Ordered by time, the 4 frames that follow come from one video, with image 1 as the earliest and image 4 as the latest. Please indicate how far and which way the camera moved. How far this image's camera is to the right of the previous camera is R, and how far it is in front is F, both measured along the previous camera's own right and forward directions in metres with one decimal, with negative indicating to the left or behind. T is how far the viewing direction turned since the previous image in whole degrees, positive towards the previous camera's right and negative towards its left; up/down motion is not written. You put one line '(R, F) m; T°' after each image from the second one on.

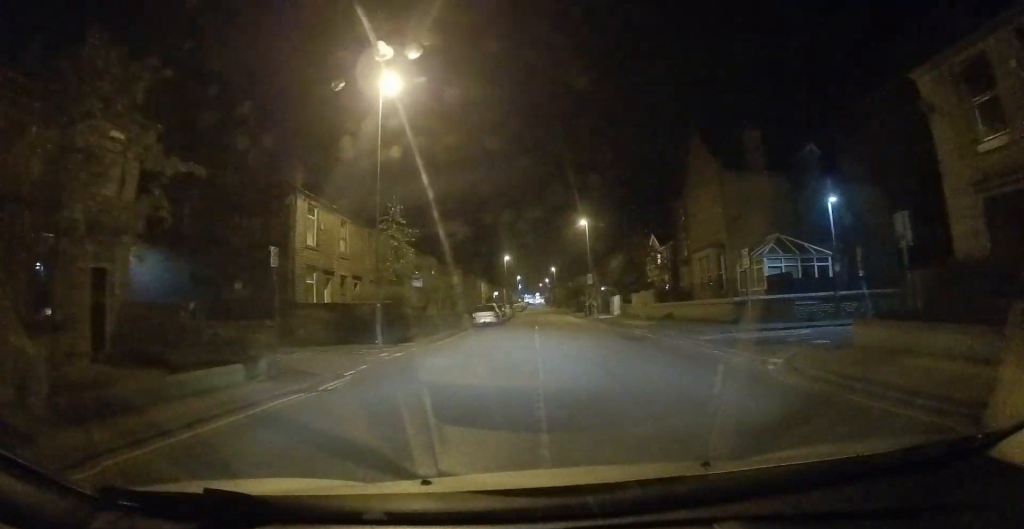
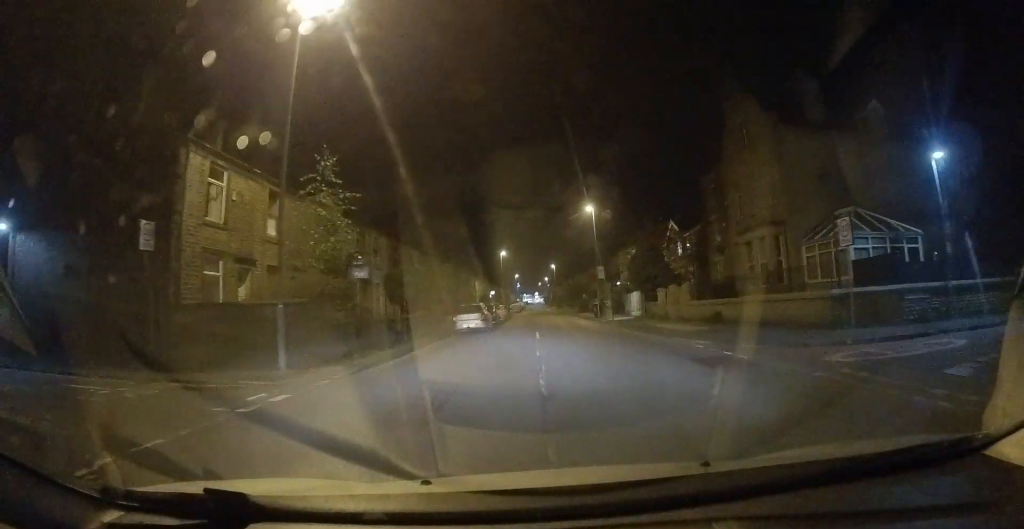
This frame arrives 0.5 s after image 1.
(+0.1, +8.1) m; -1°
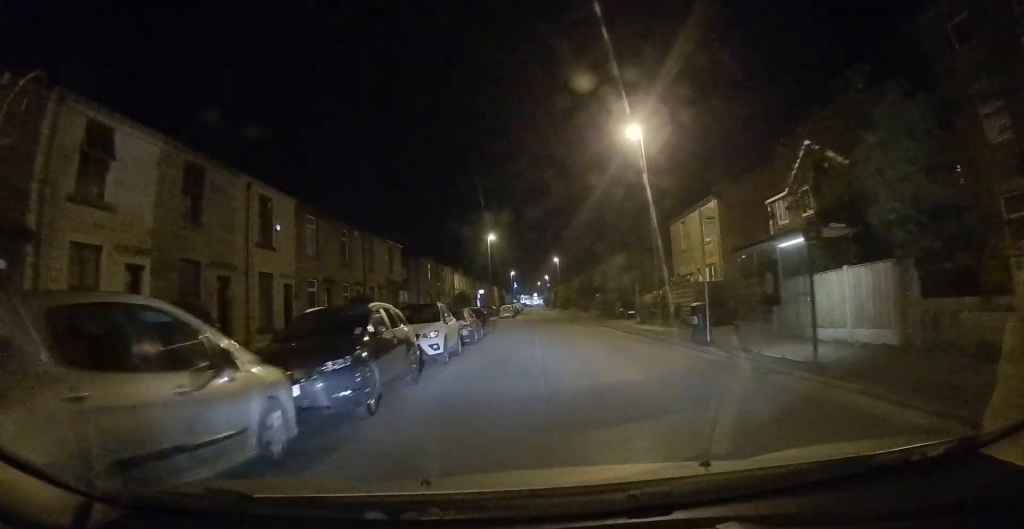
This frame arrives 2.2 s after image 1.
(-0.6, +24.0) m; 0°
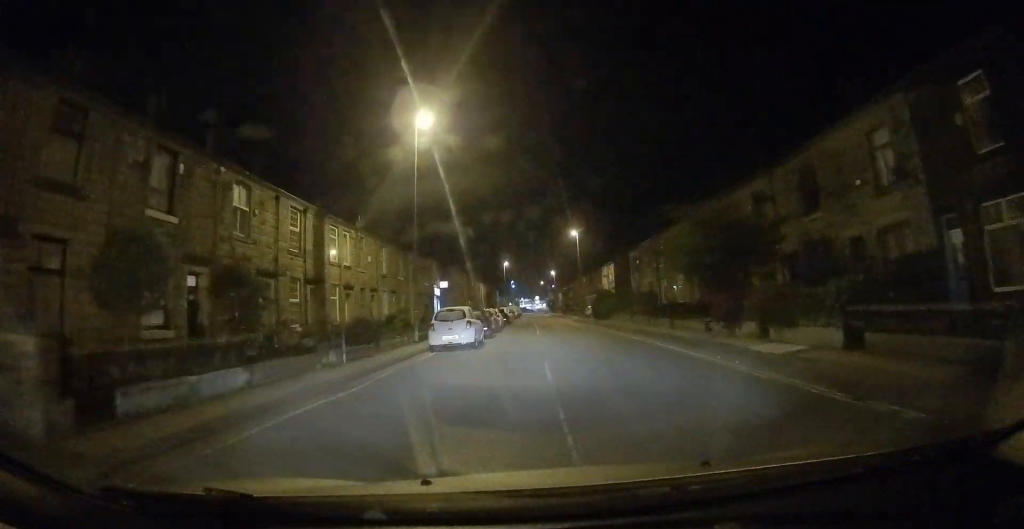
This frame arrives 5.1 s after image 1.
(+0.5, +42.4) m; -3°
